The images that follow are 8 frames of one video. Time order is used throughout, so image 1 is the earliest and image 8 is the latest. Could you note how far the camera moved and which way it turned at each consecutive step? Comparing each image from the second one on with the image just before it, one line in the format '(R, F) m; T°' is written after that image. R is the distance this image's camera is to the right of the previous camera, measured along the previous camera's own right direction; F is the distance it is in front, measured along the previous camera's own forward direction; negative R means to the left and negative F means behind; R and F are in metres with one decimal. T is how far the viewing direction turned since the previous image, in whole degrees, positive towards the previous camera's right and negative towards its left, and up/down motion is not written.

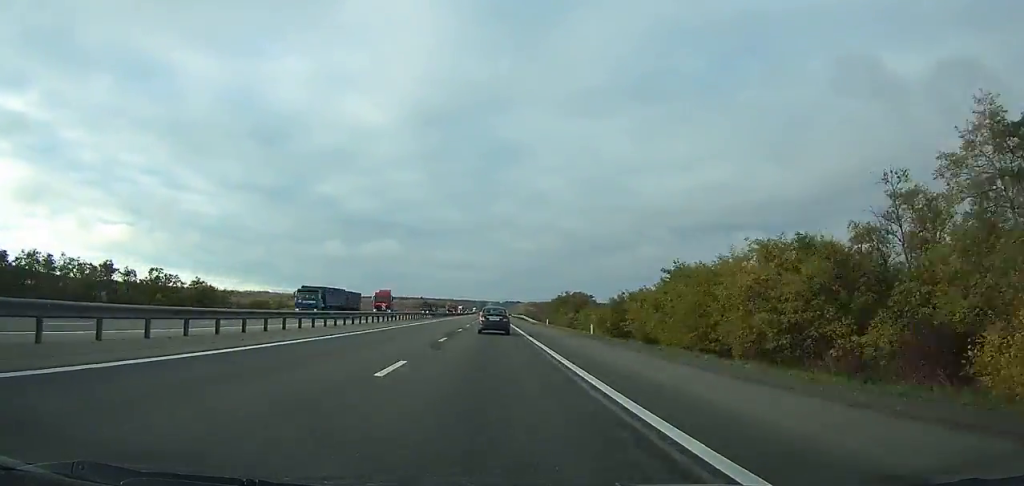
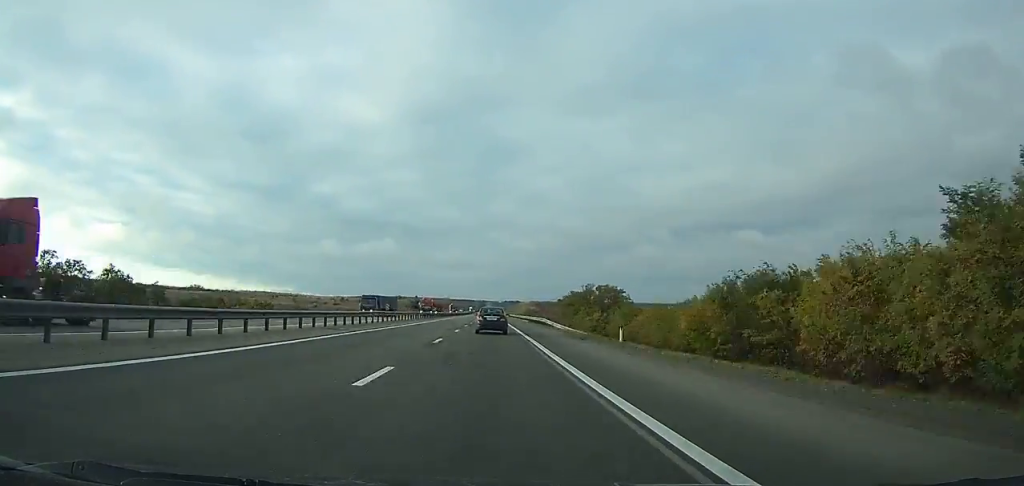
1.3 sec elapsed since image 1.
(+0.1, +38.5) m; 0°
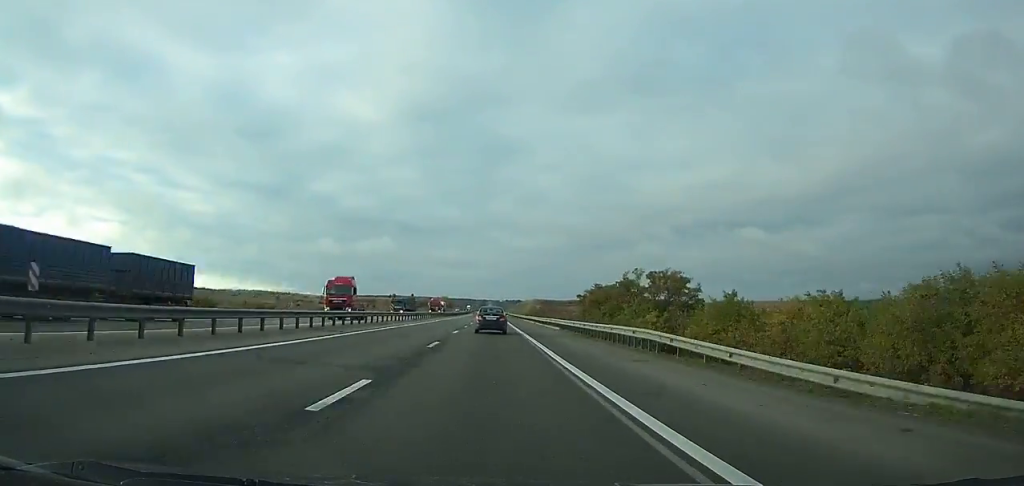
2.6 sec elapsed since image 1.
(0.0, +38.2) m; 0°
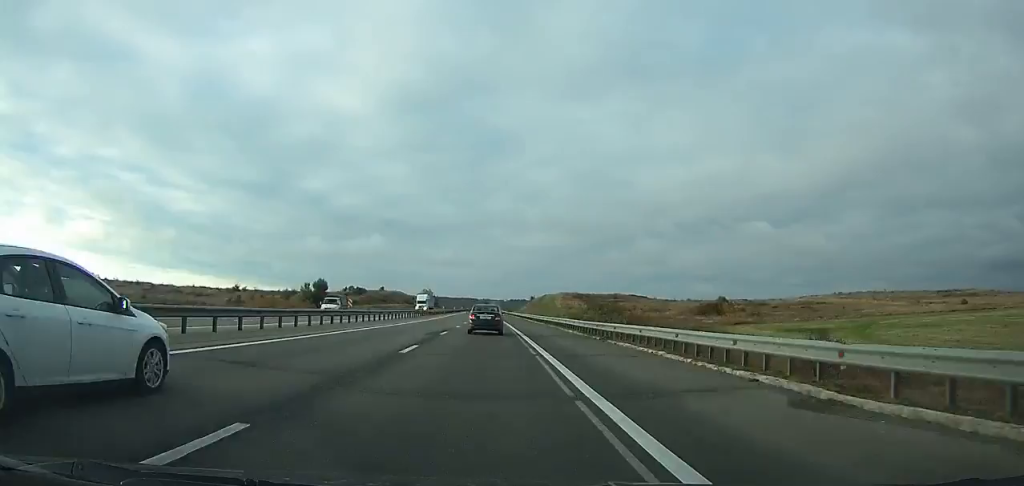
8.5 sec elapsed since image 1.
(-0.4, +171.6) m; 0°
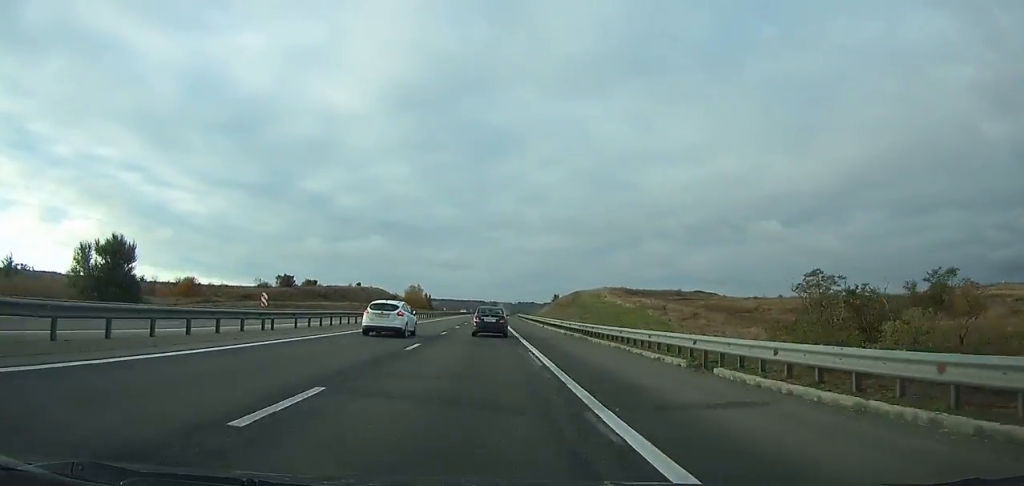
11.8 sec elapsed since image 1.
(-0.2, +93.3) m; 0°
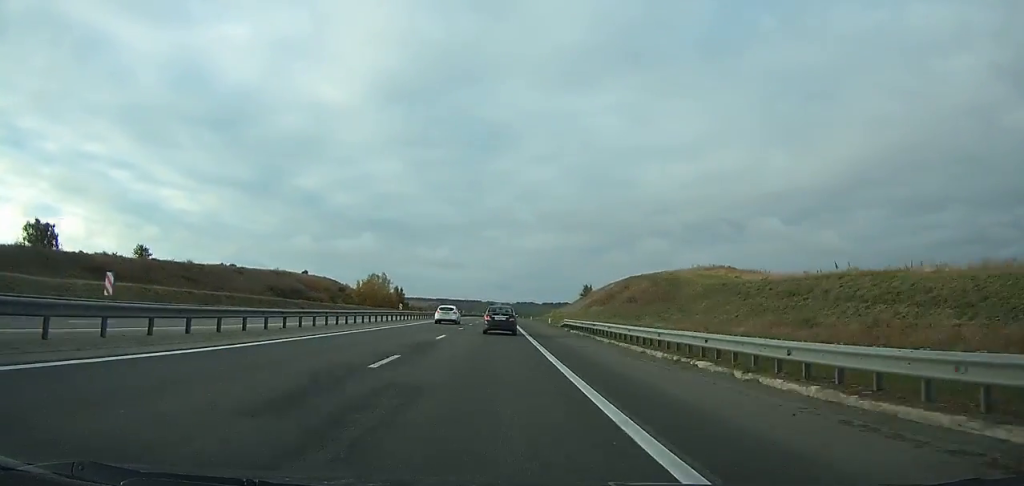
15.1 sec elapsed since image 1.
(-0.2, +91.1) m; 0°
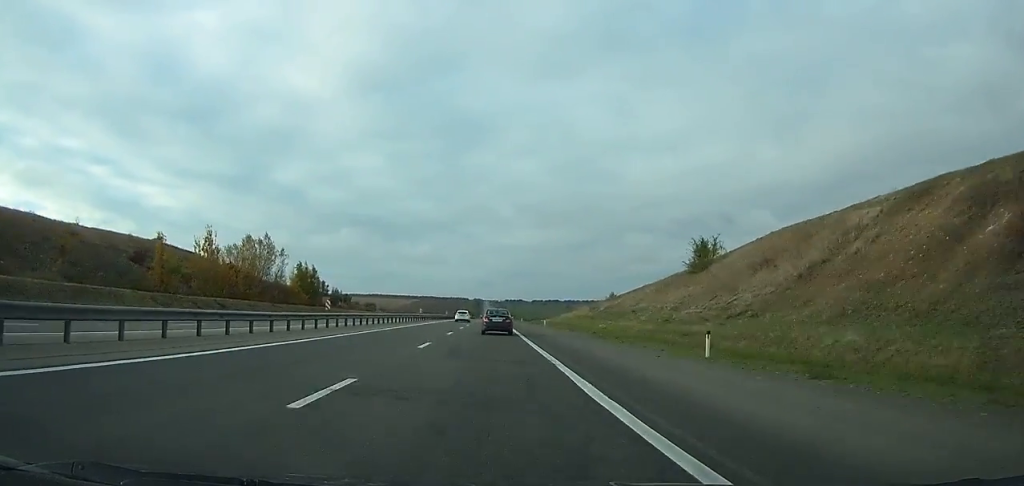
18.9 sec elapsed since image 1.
(+0.5, +102.7) m; 0°
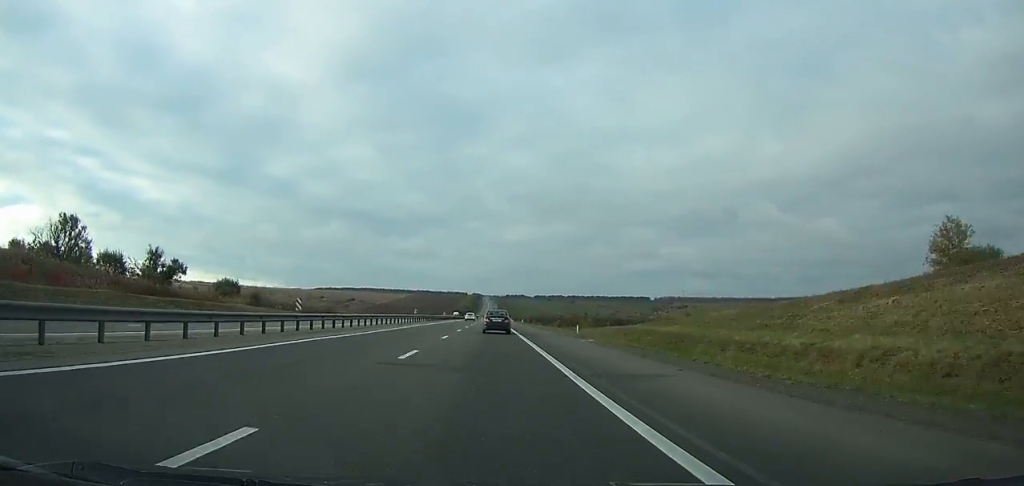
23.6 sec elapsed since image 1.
(+0.3, +125.5) m; 0°
